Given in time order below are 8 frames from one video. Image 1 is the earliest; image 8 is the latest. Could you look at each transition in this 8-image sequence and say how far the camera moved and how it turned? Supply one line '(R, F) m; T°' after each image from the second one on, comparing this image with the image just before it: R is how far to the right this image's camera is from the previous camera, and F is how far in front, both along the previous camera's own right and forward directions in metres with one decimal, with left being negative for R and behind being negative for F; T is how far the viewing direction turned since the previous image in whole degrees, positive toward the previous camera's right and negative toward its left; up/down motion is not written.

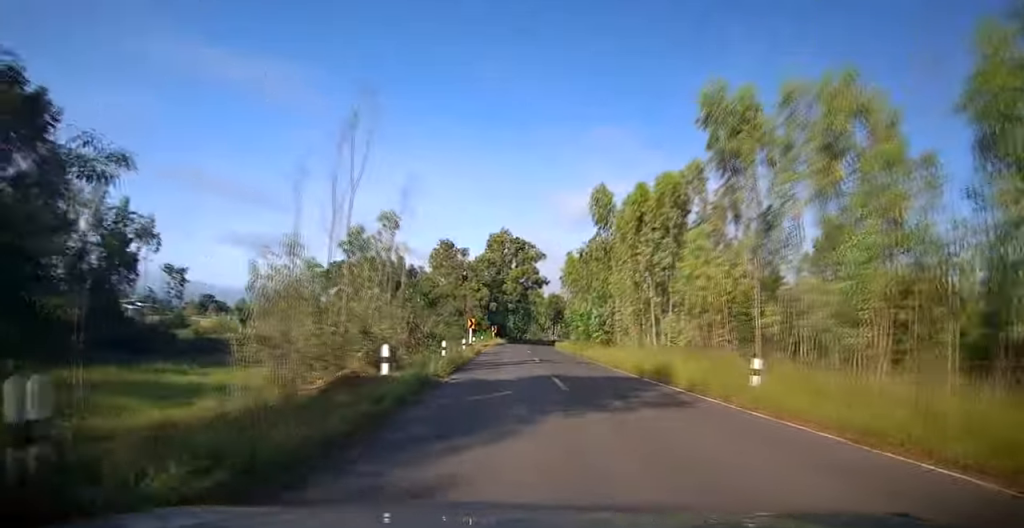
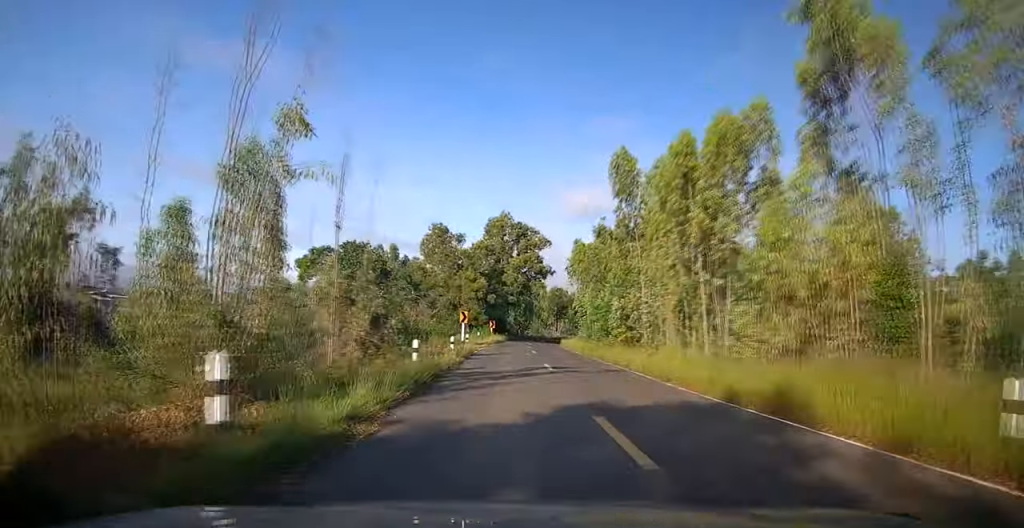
(0.0, +7.6) m; 0°
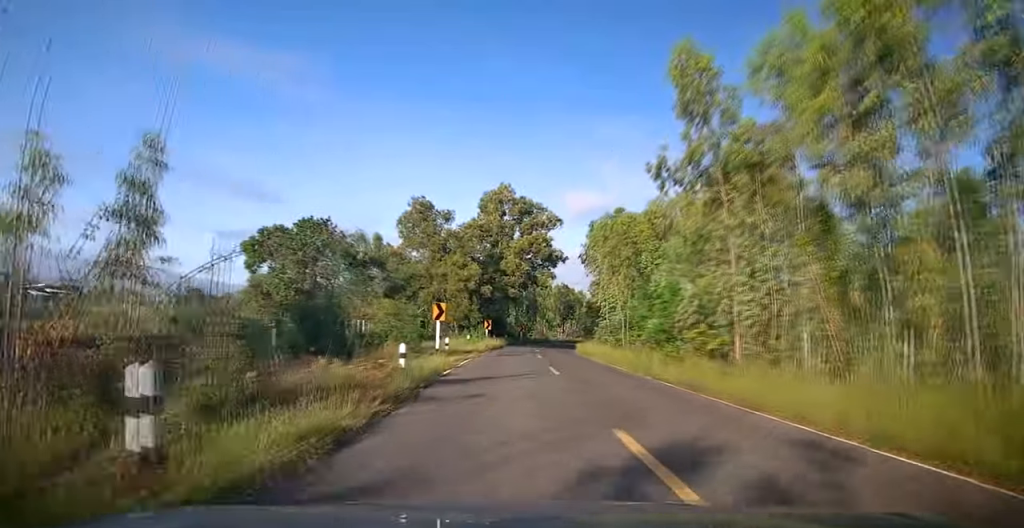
(0.0, +13.6) m; 0°
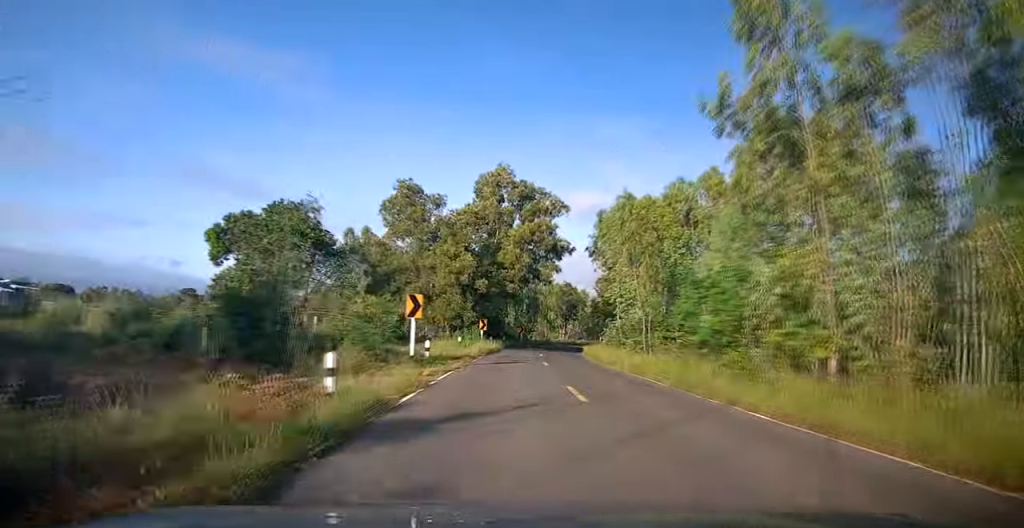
(0.0, +6.3) m; 0°
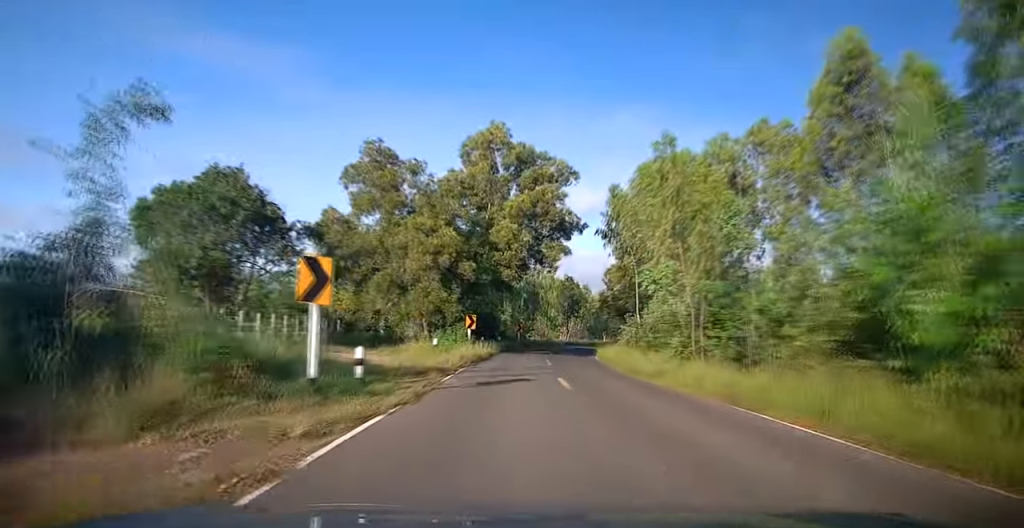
(+0.1, +9.2) m; 0°
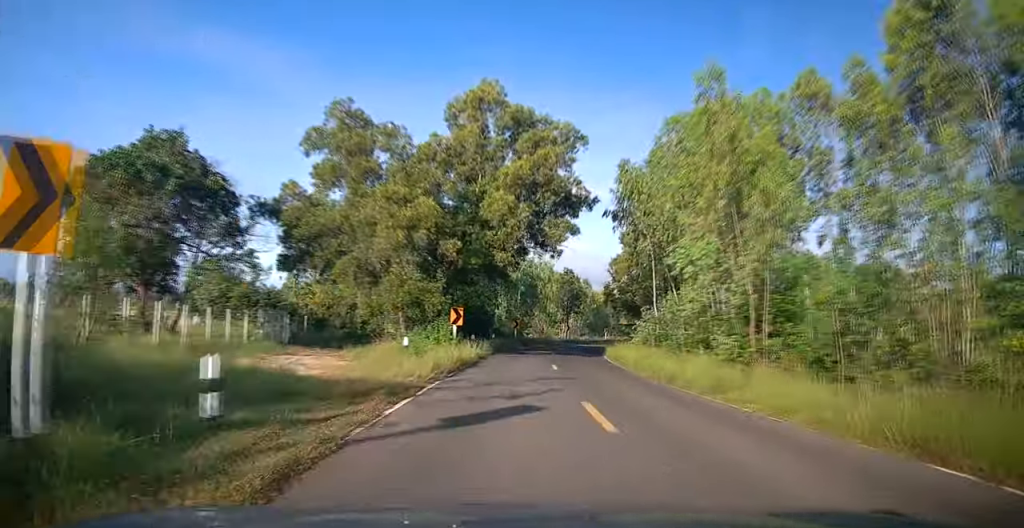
(0.0, +6.0) m; 0°
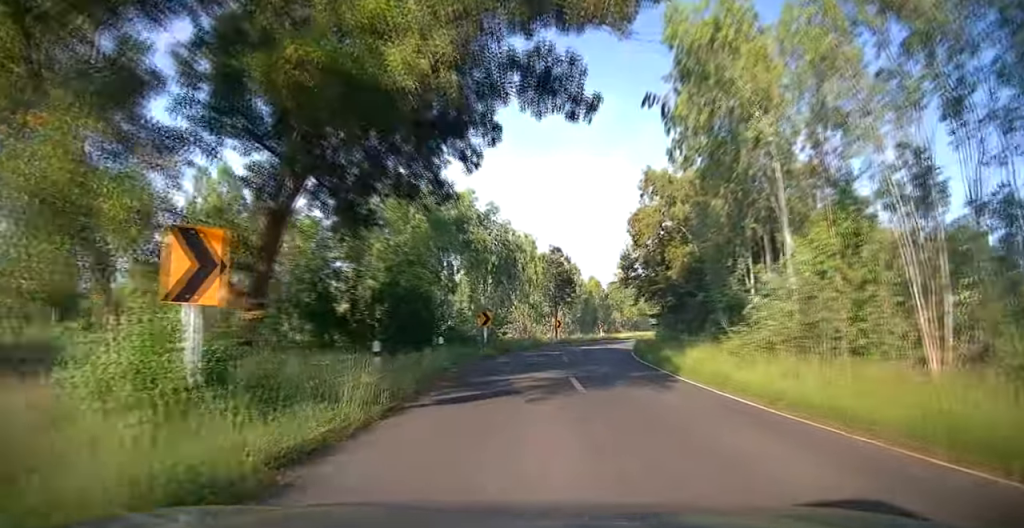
(+0.2, +19.8) m; +2°
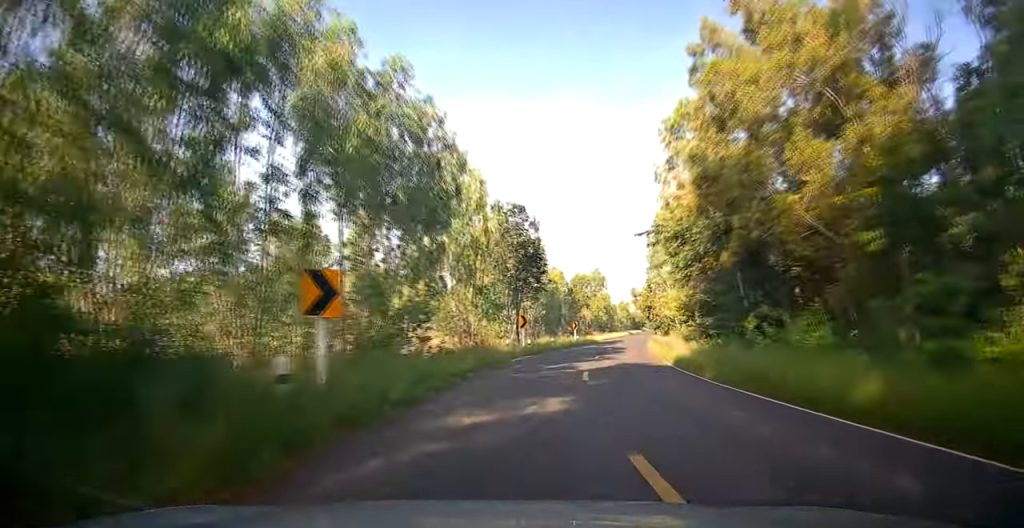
(+0.6, +21.0) m; +4°
